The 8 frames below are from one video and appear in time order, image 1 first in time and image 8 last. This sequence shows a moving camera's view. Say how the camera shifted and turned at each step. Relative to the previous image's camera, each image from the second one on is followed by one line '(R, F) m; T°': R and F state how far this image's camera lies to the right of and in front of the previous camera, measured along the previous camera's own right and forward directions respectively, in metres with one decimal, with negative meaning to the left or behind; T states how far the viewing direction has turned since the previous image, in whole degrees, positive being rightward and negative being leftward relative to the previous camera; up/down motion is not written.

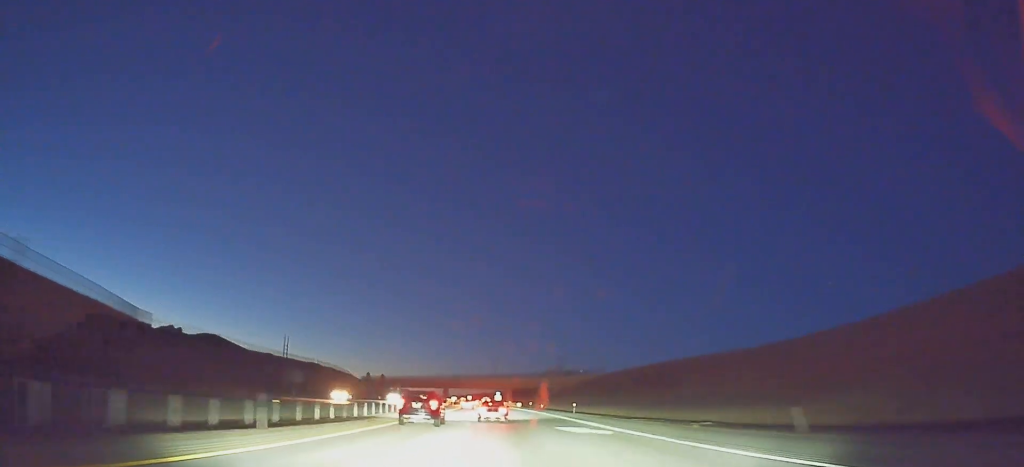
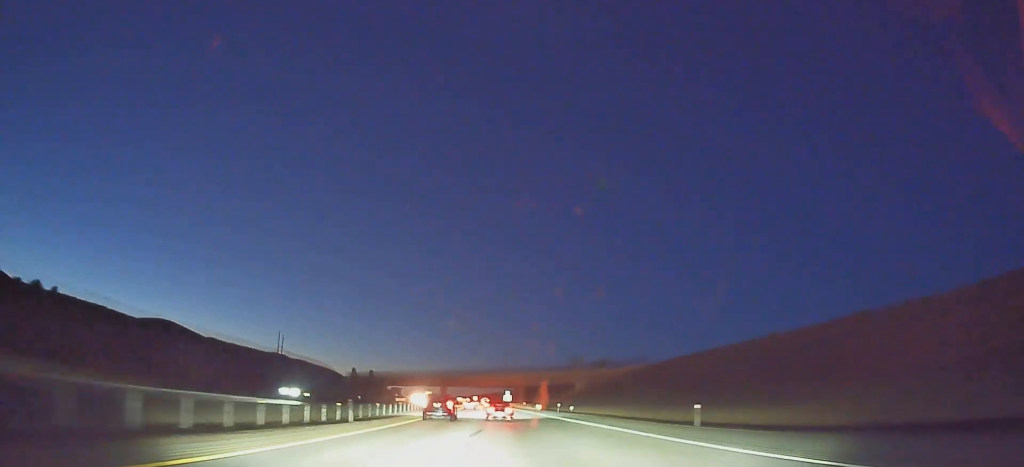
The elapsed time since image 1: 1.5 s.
(-0.3, +40.8) m; 0°
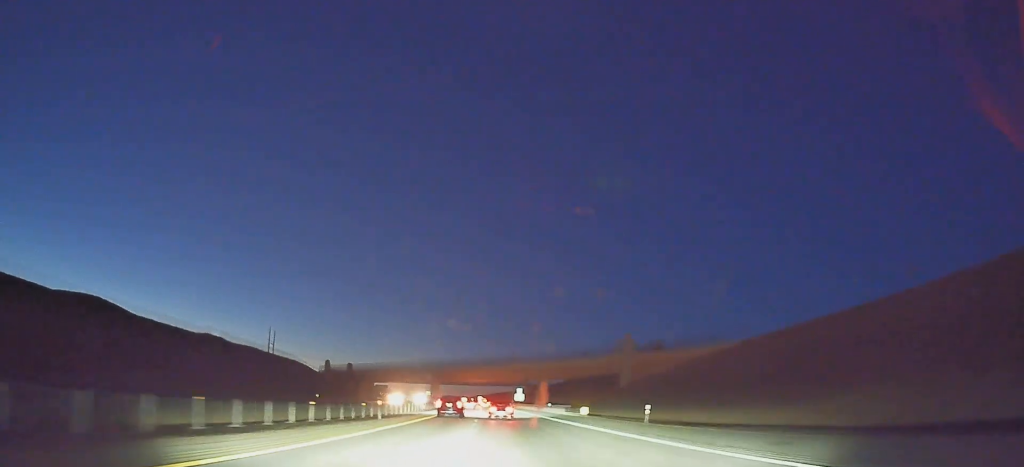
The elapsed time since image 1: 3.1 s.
(+0.2, +43.8) m; 0°
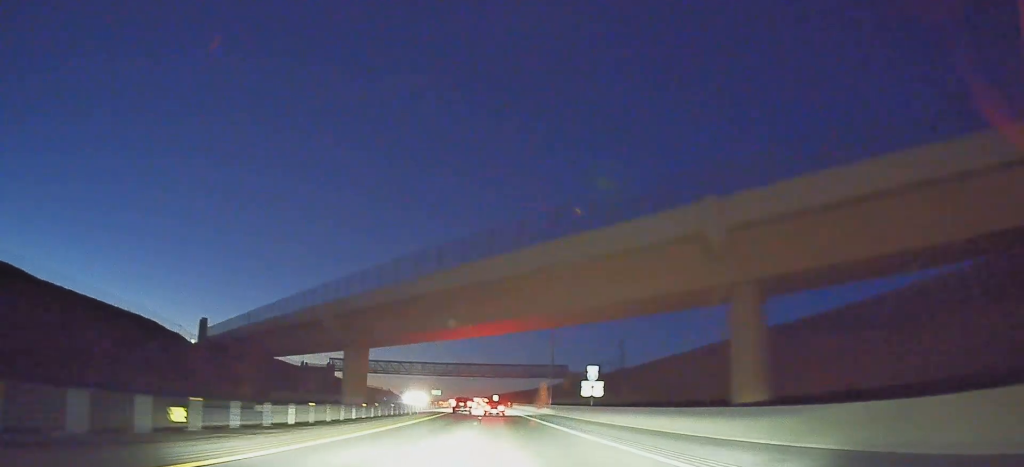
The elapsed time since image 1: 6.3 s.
(-0.4, +89.3) m; -2°
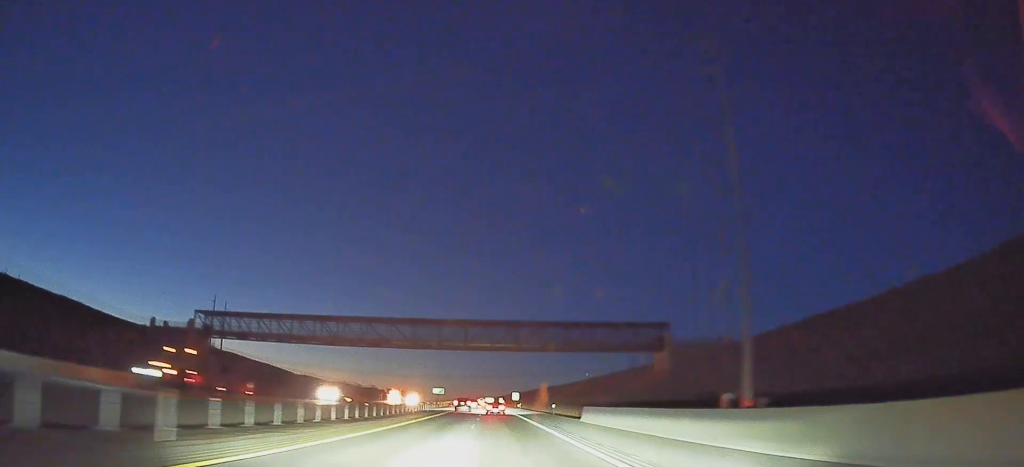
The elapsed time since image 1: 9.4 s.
(-2.5, +90.9) m; -3°
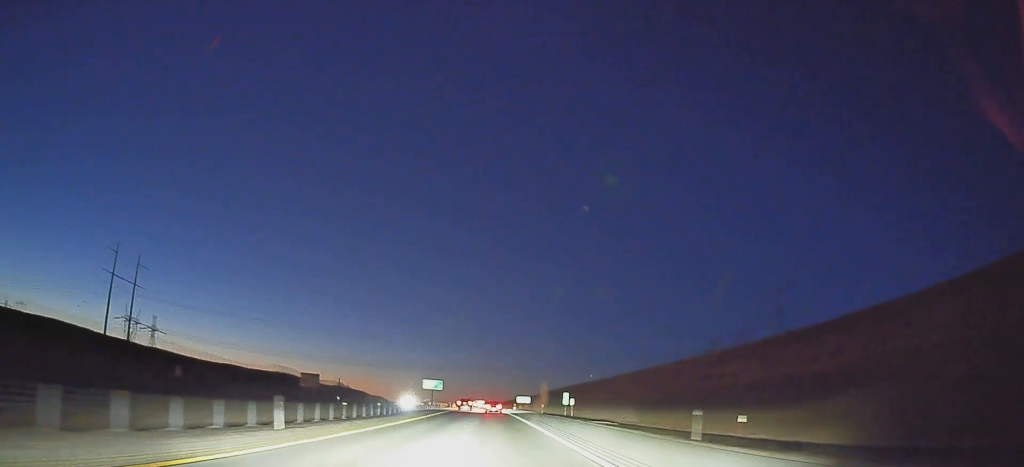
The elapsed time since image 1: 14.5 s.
(-5.1, +171.2) m; -3°
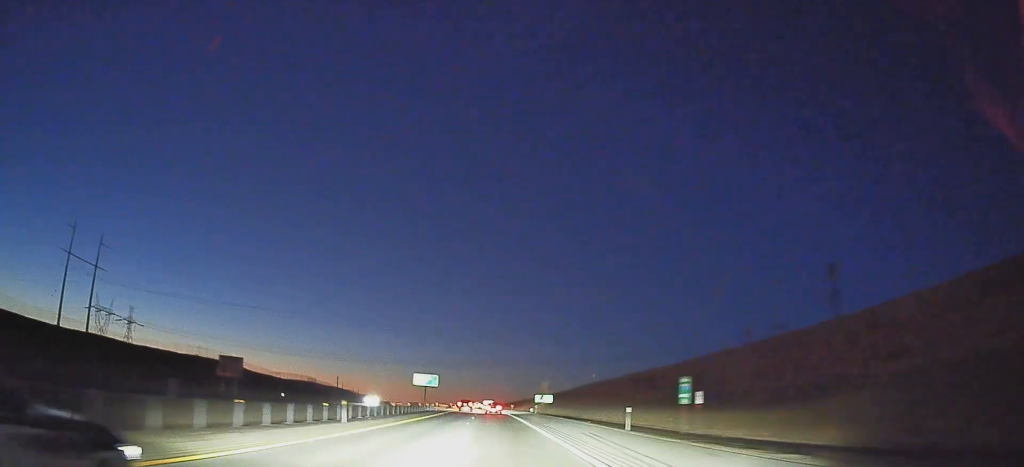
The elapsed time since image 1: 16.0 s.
(+0.5, +55.6) m; -1°
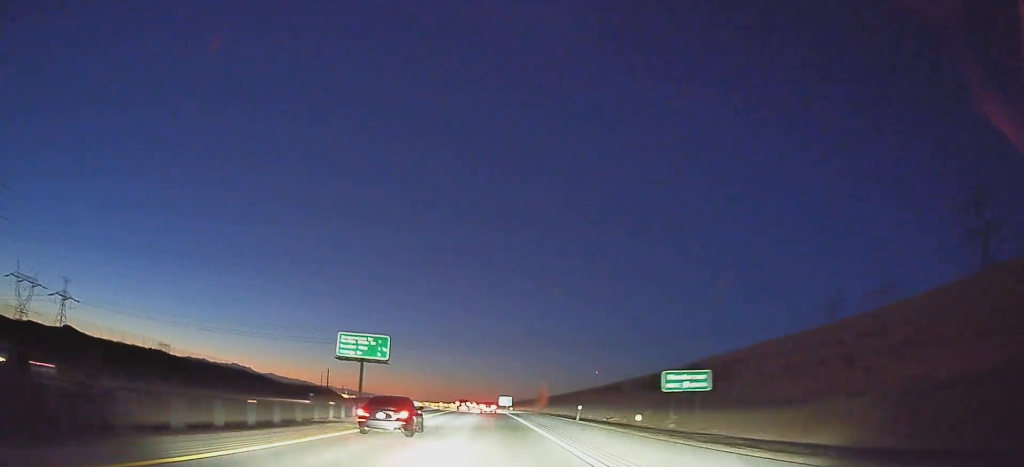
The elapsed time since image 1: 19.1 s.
(-3.4, +127.6) m; -2°
